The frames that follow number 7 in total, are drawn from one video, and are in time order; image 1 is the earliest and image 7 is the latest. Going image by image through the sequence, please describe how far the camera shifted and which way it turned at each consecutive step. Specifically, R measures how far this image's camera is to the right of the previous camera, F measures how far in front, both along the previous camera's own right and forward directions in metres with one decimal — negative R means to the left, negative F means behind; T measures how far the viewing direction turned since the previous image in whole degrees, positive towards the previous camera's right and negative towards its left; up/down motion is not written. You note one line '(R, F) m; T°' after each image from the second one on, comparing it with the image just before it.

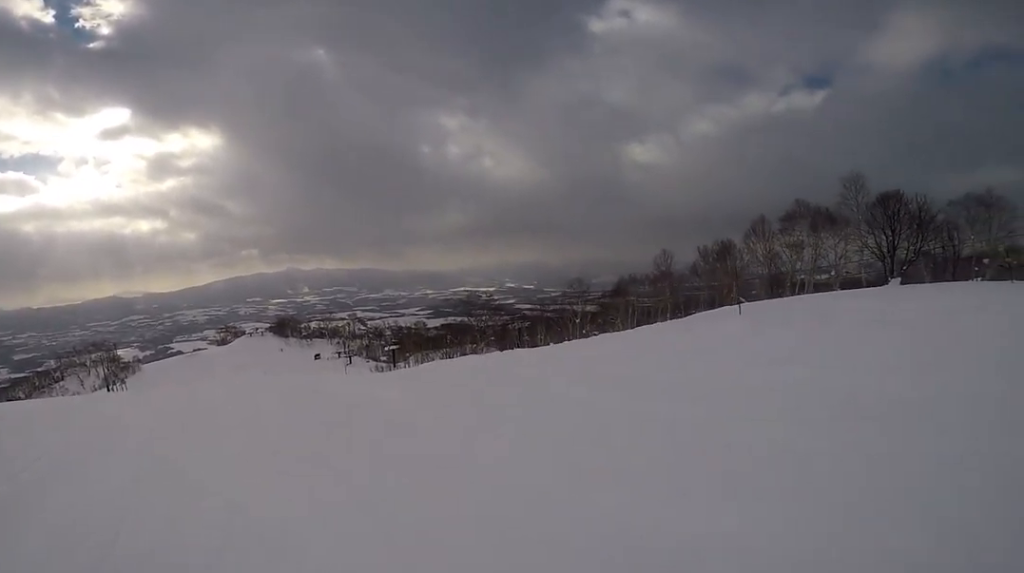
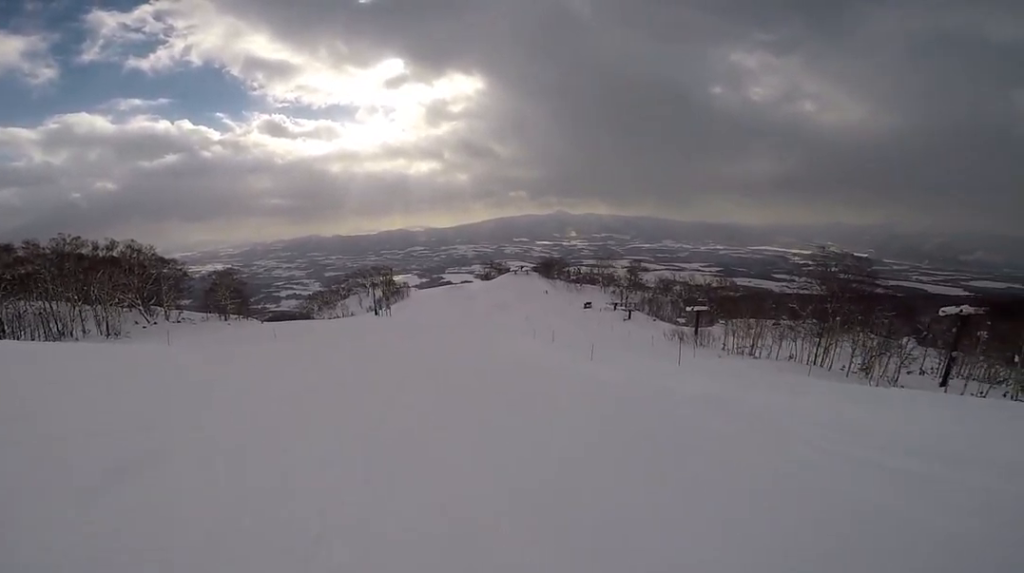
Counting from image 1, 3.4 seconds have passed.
(+2.9, +20.1) m; -7°
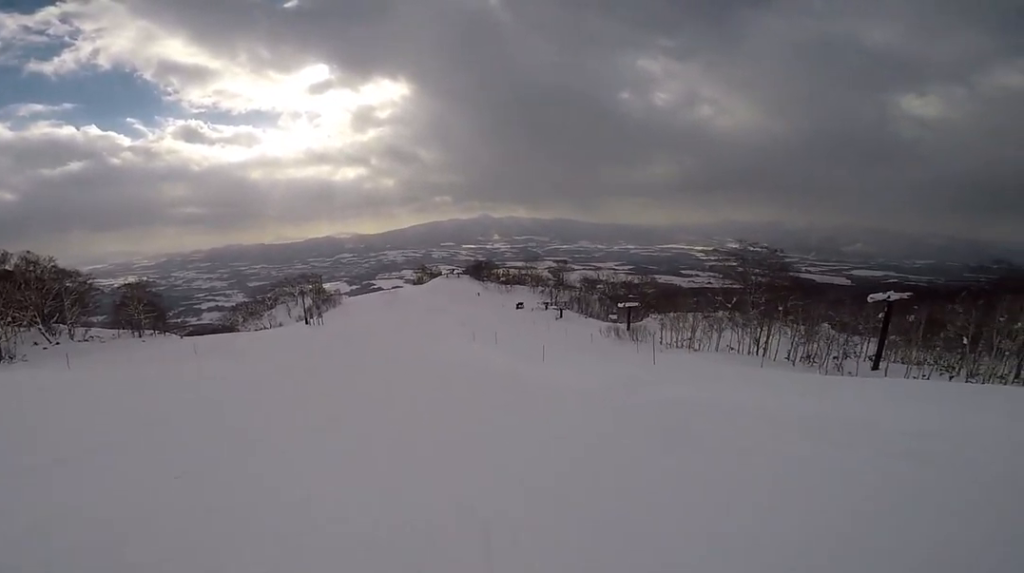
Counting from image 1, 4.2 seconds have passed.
(-0.3, +4.2) m; +2°
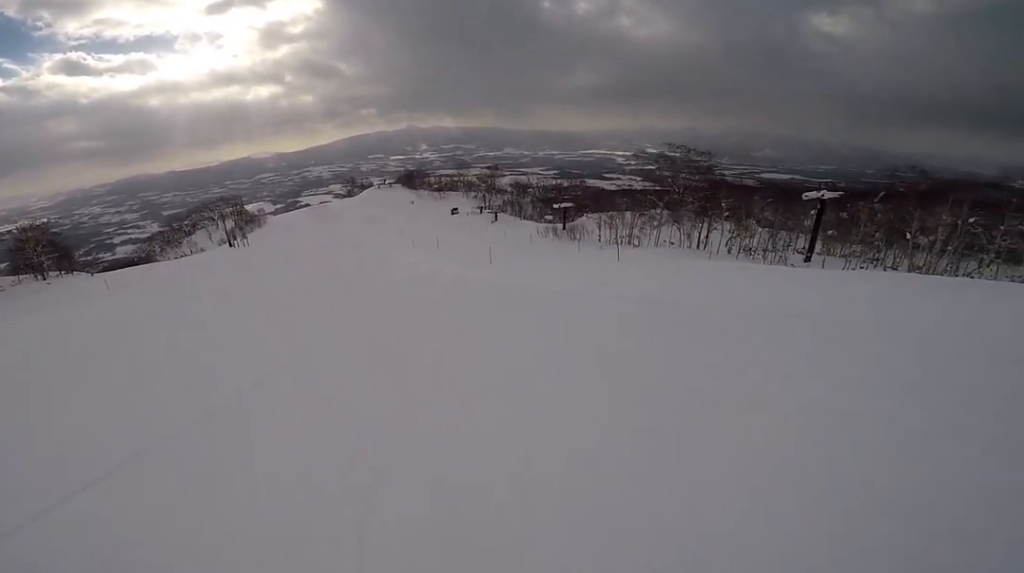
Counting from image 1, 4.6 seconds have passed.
(-0.4, +2.6) m; +4°
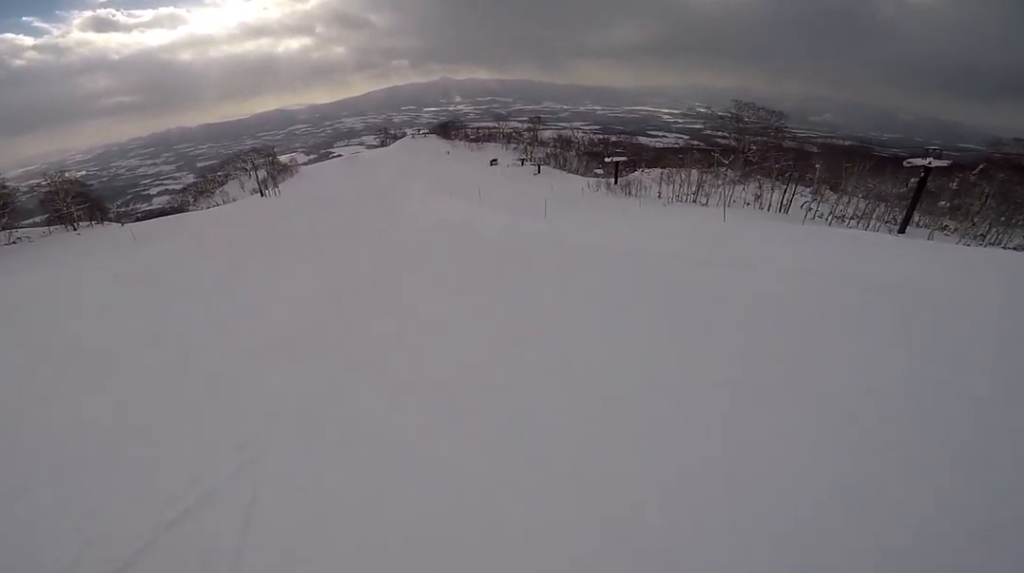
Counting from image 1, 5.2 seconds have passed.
(+0.7, +3.8) m; +3°
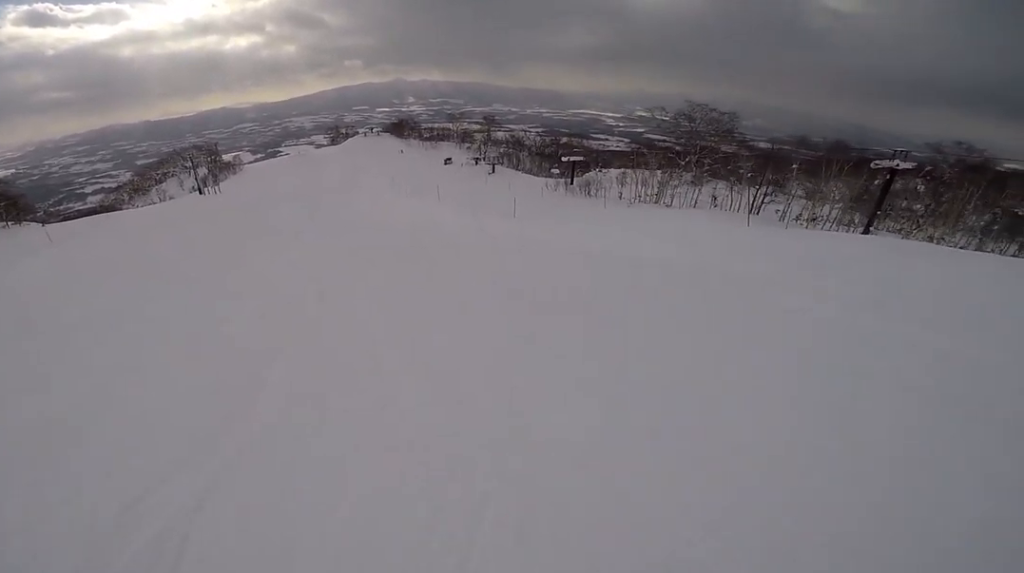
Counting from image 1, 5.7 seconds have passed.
(+0.4, +3.8) m; +3°
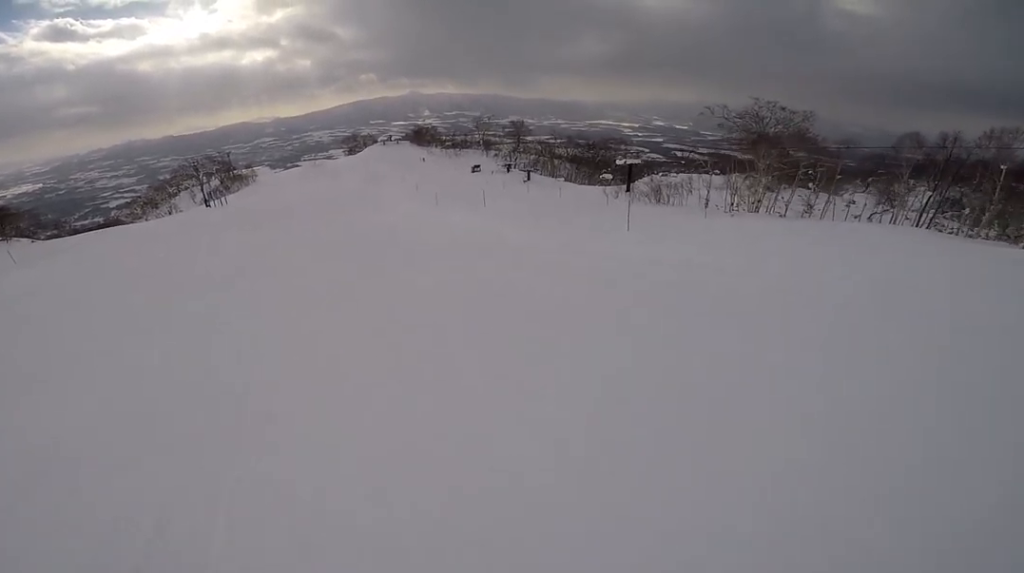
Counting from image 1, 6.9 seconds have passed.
(-0.3, +10.7) m; +2°
